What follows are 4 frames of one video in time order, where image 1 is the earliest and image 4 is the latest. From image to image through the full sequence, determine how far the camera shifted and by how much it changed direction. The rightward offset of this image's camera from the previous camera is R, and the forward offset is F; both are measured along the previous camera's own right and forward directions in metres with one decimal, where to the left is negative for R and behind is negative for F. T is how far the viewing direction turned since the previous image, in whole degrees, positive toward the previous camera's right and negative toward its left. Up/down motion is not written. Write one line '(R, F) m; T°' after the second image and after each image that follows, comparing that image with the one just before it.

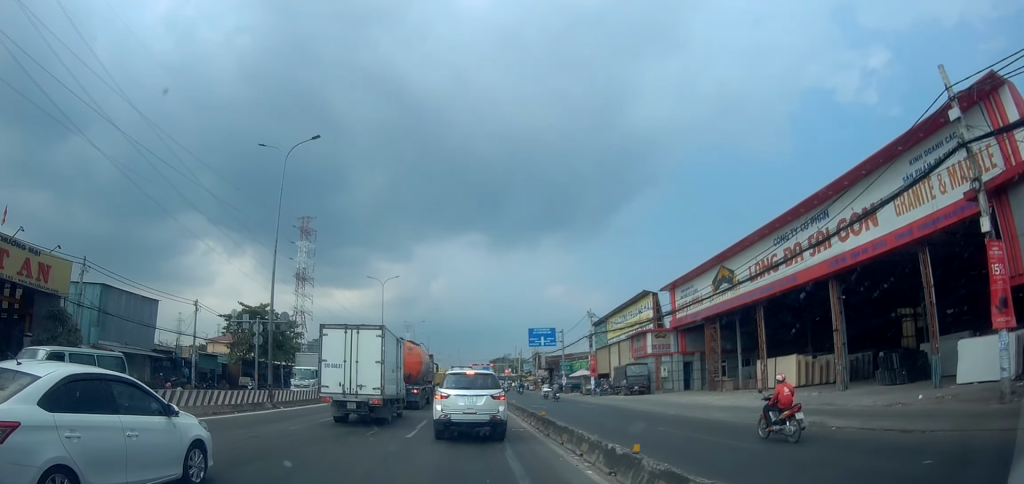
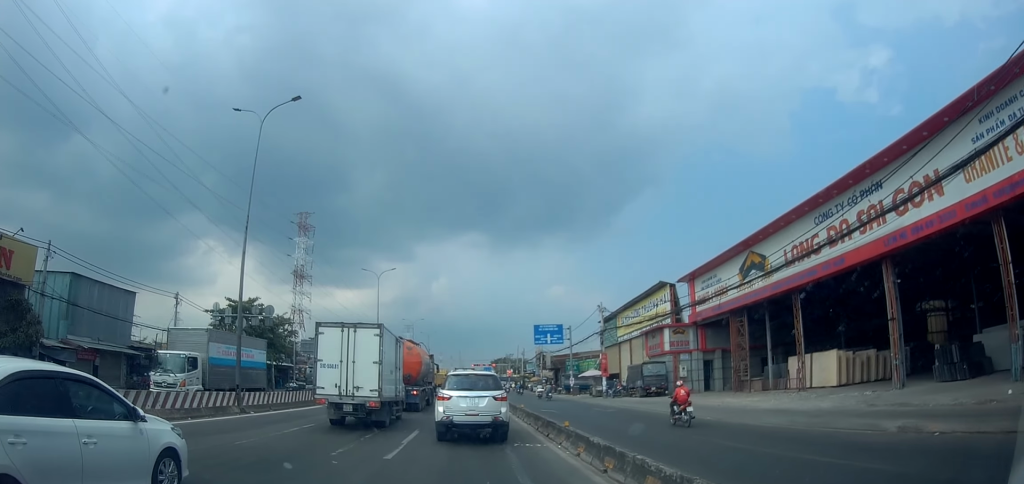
(+0.7, +3.6) m; +1°
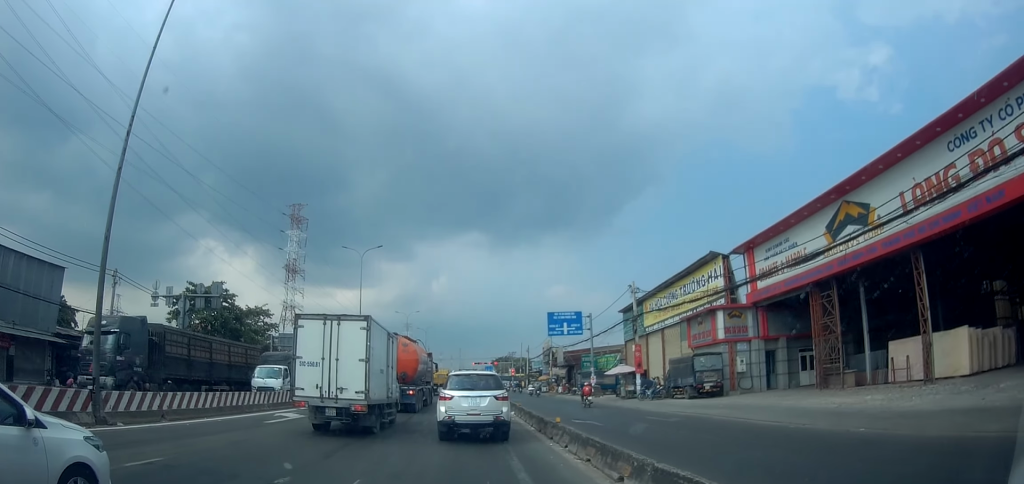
(-0.1, +8.9) m; +1°
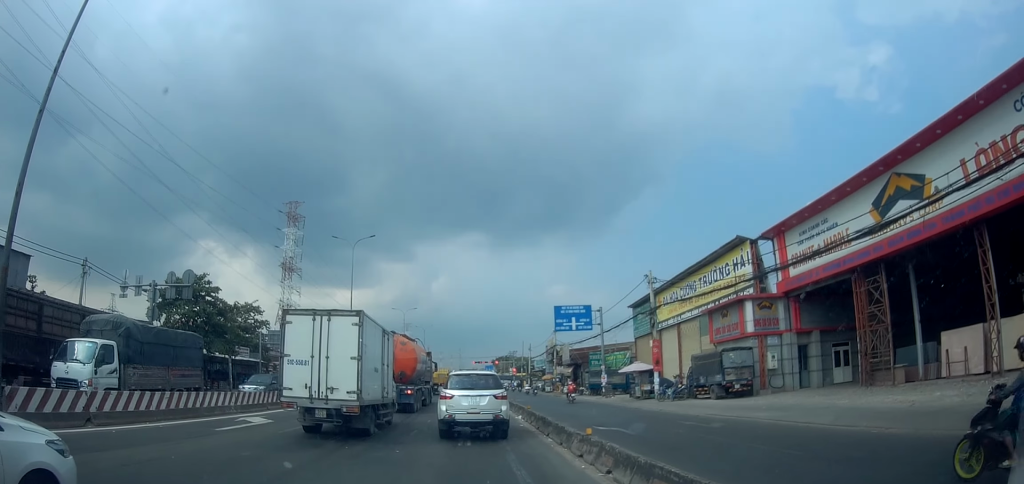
(-0.4, +3.5) m; -1°
